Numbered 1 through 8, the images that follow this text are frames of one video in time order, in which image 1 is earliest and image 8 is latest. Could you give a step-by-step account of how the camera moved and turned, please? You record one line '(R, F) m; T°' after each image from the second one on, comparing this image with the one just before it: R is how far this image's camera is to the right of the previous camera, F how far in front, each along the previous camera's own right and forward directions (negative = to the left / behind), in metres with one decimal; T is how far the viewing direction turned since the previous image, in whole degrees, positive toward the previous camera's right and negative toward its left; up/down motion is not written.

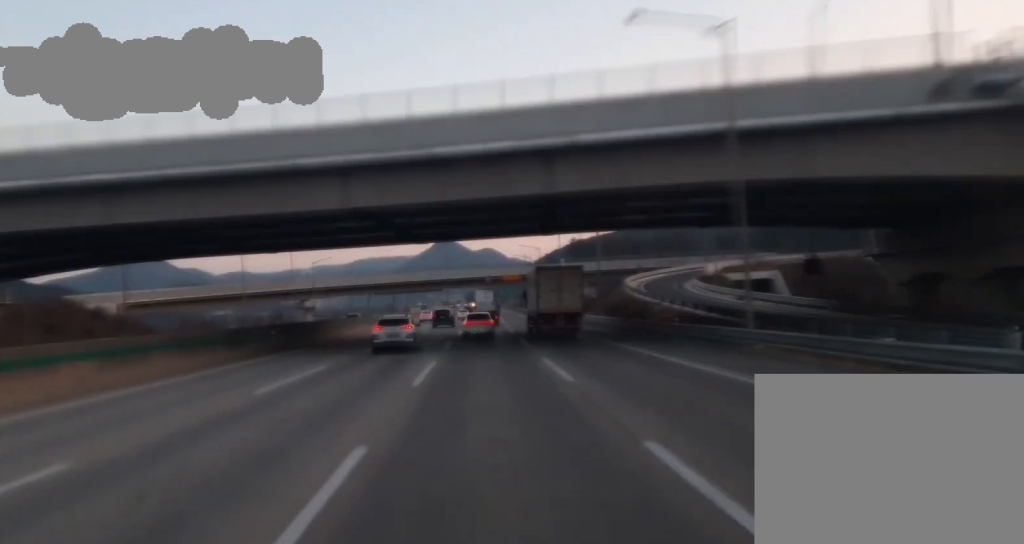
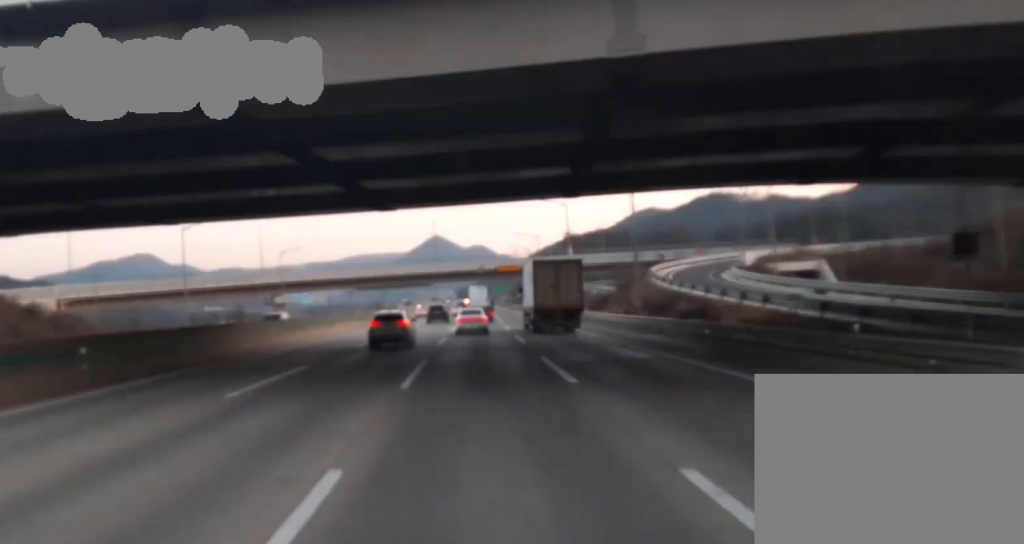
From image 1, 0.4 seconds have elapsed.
(0.0, +22.0) m; 0°
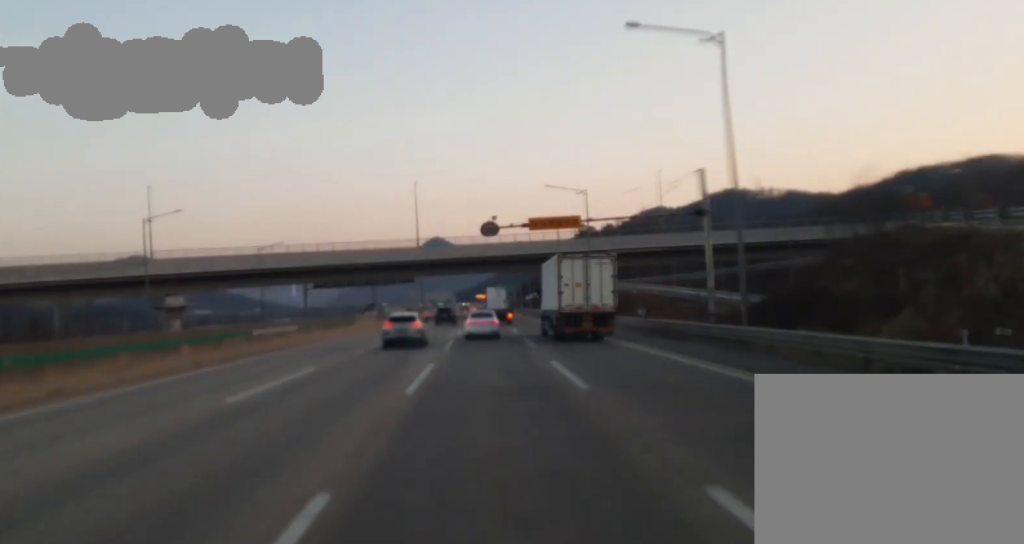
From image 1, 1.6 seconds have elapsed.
(-0.3, +60.9) m; 0°
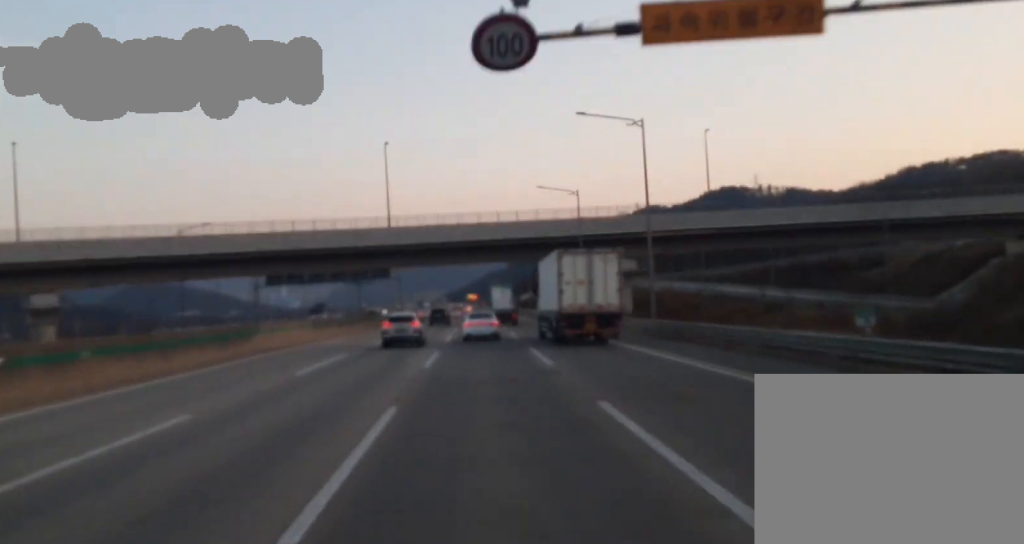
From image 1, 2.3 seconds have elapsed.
(+0.3, +32.1) m; +1°
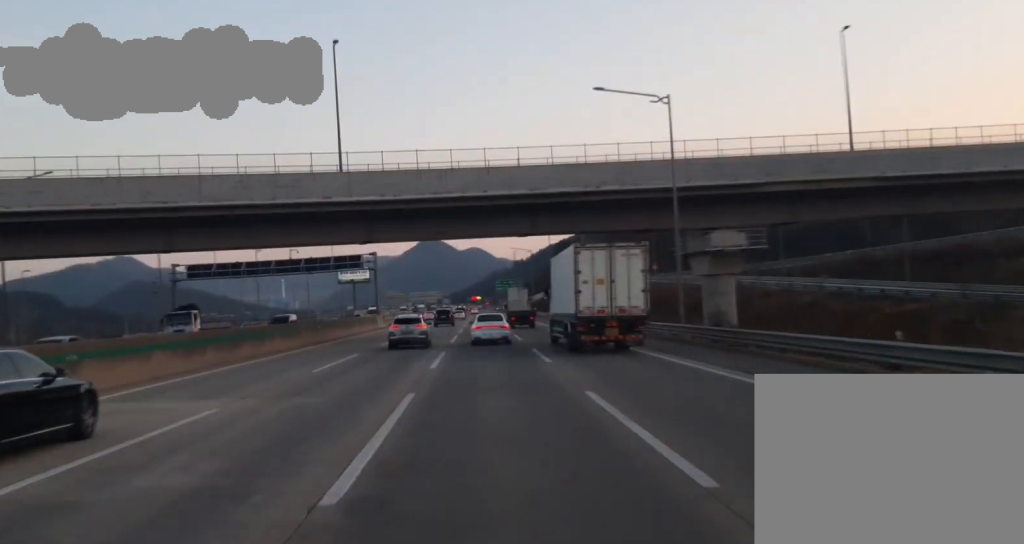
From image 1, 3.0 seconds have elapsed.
(+0.3, +37.1) m; 0°
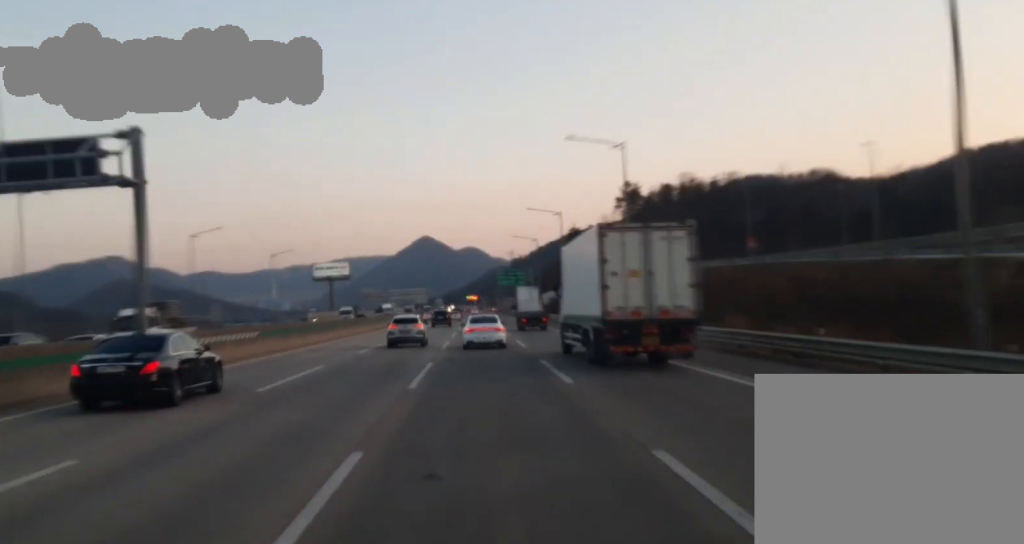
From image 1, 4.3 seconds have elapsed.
(0.0, +67.4) m; 0°
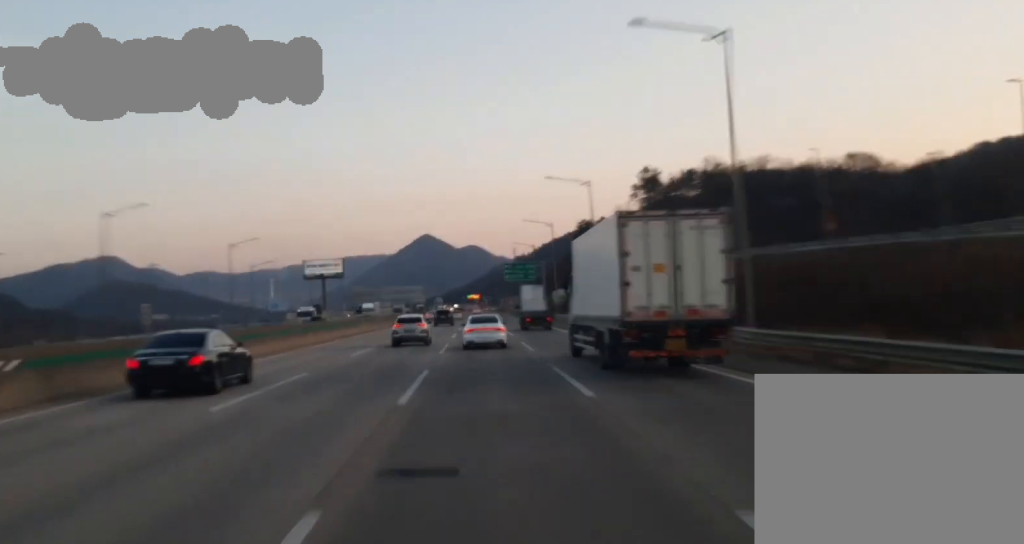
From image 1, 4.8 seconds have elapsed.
(-0.1, +23.6) m; 0°
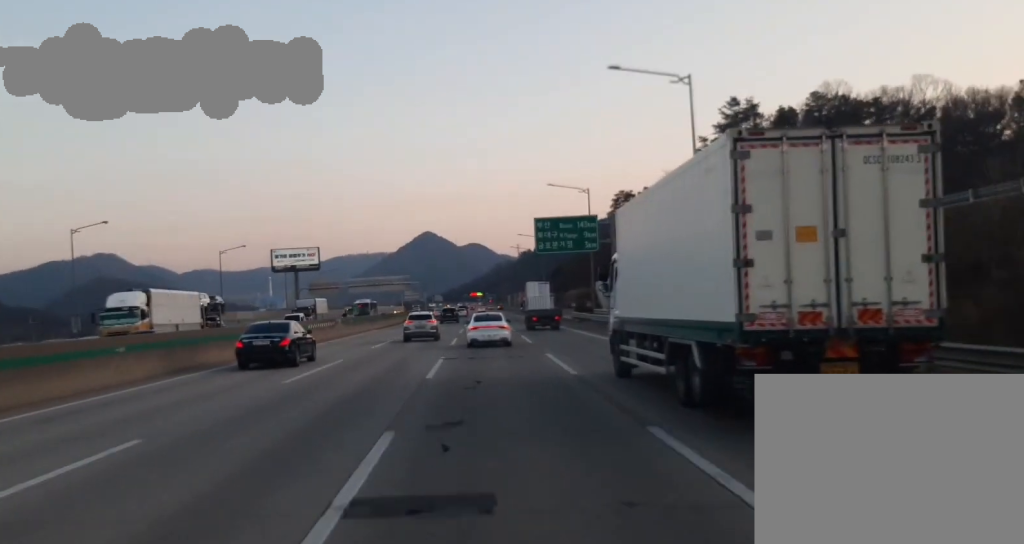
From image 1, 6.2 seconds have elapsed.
(+0.6, +72.5) m; 0°
